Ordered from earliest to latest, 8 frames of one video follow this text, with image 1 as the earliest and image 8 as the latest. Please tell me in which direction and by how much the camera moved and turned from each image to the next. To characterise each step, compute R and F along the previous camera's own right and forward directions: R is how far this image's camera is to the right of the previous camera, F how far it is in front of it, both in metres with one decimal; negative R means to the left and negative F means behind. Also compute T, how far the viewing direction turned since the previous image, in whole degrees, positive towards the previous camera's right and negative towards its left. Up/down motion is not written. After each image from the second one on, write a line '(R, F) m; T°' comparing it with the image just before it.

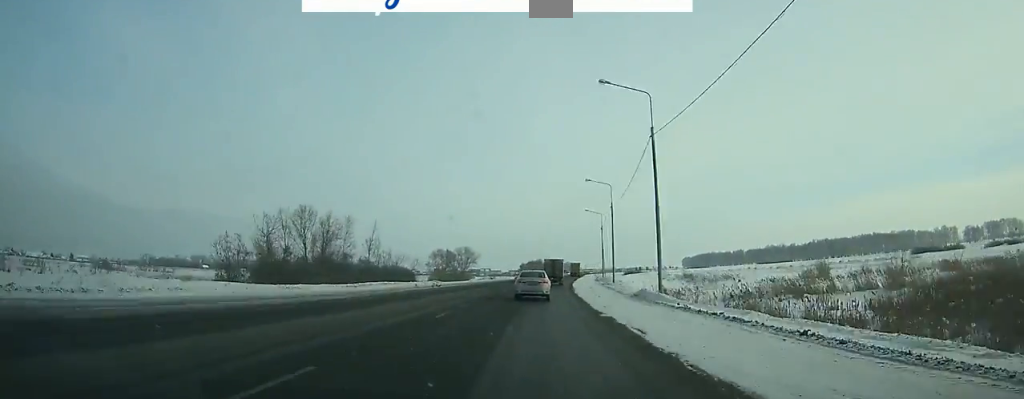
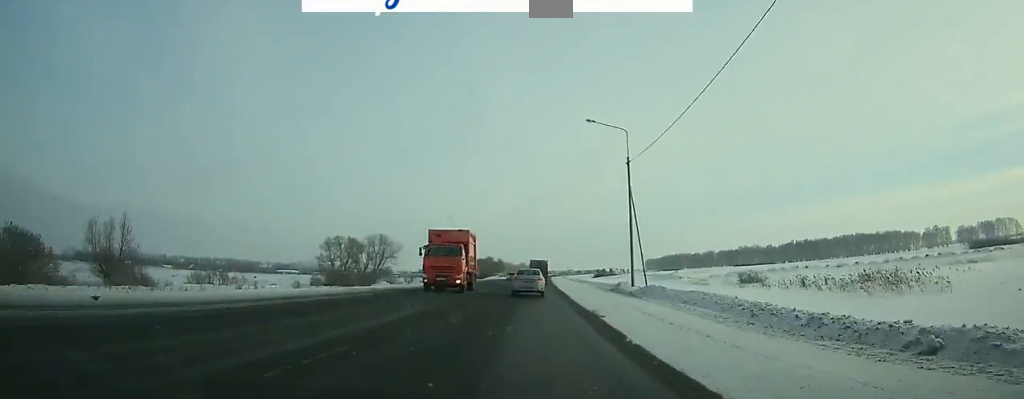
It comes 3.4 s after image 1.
(+2.4, +59.5) m; +3°
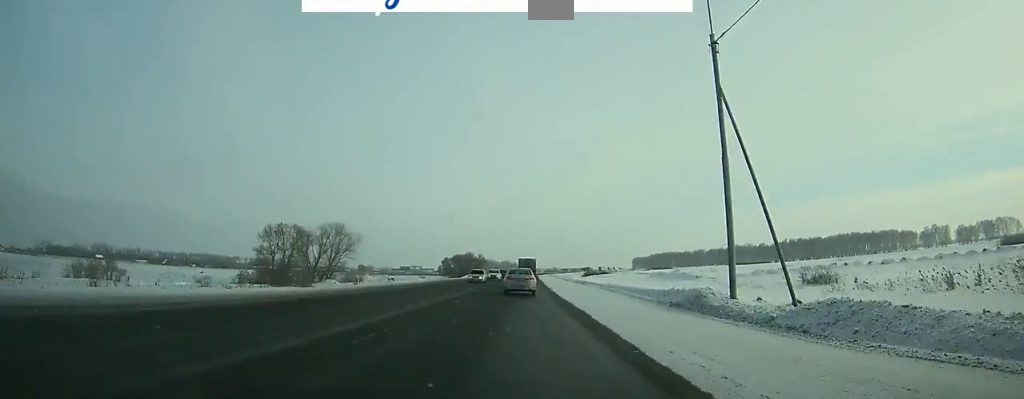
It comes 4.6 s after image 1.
(+0.1, +21.4) m; +1°
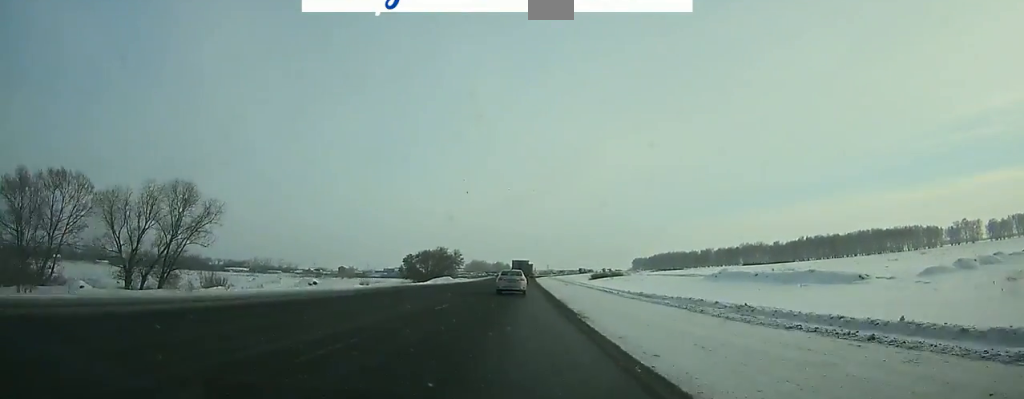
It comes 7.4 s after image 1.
(+0.3, +51.8) m; 0°
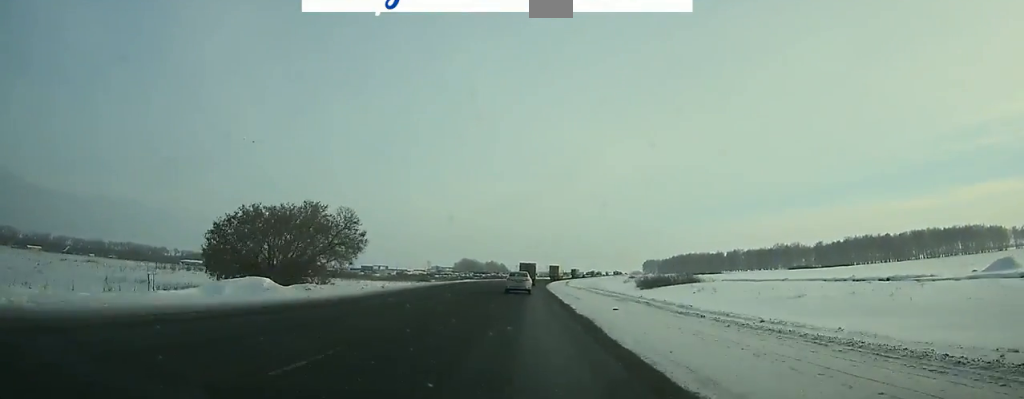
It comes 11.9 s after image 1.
(+0.6, +87.3) m; +2°
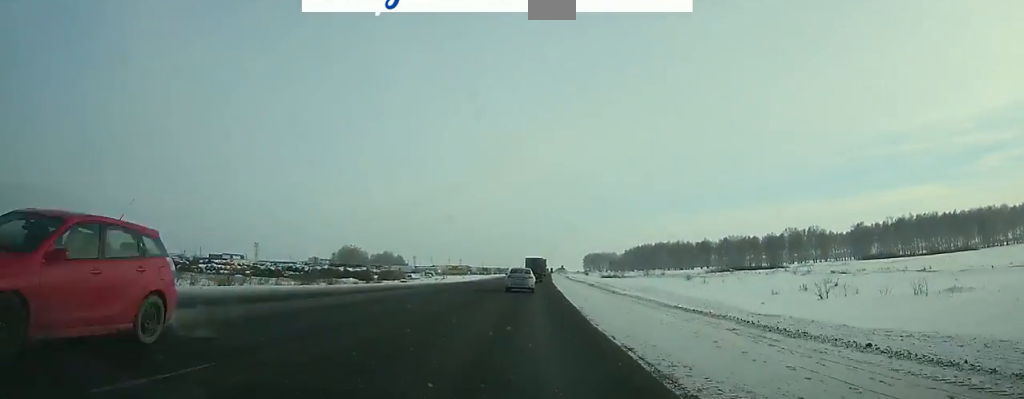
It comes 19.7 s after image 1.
(+10.9, +157.2) m; +8°
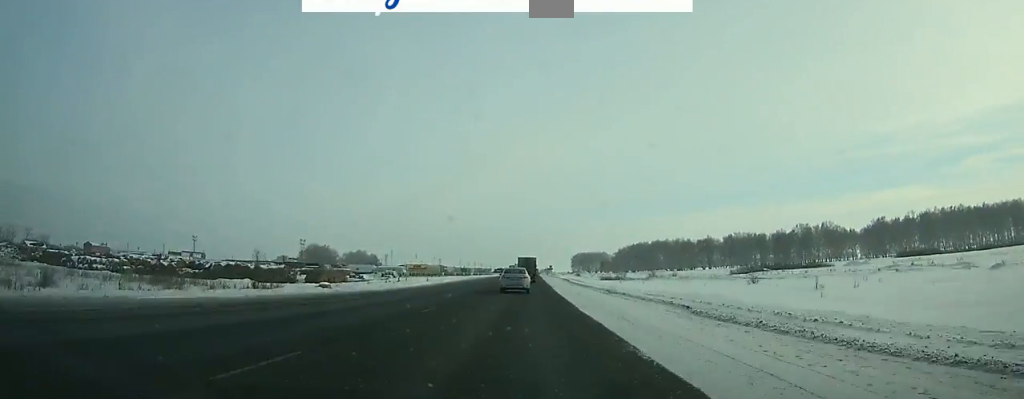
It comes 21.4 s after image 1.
(+0.8, +34.0) m; +1°
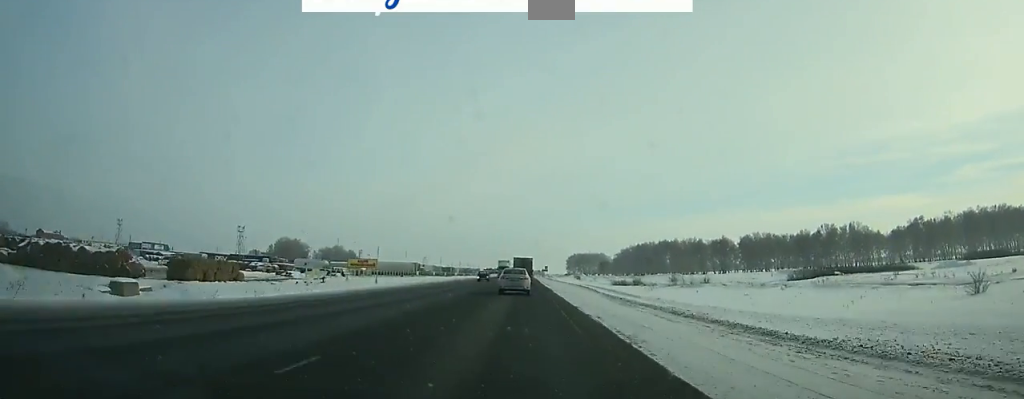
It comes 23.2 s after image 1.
(+0.3, +35.6) m; +1°
